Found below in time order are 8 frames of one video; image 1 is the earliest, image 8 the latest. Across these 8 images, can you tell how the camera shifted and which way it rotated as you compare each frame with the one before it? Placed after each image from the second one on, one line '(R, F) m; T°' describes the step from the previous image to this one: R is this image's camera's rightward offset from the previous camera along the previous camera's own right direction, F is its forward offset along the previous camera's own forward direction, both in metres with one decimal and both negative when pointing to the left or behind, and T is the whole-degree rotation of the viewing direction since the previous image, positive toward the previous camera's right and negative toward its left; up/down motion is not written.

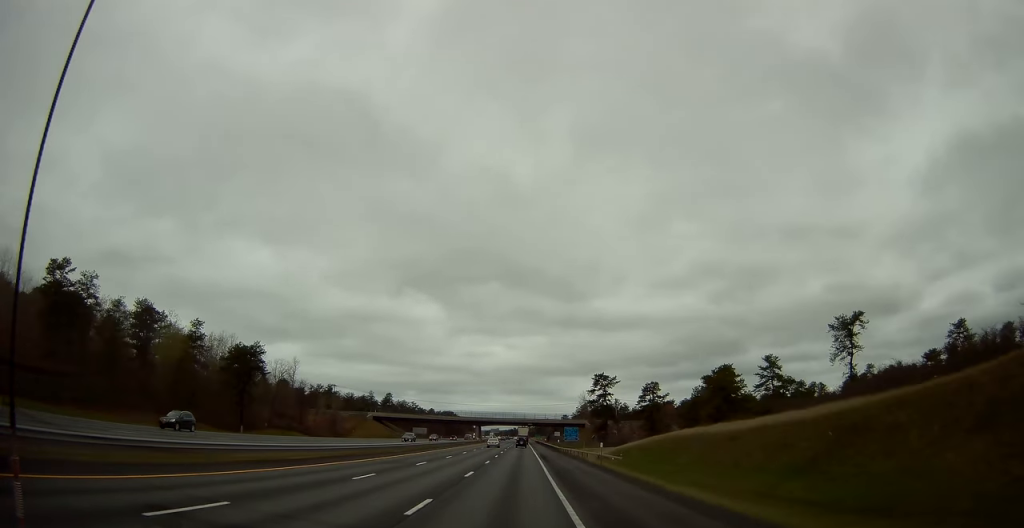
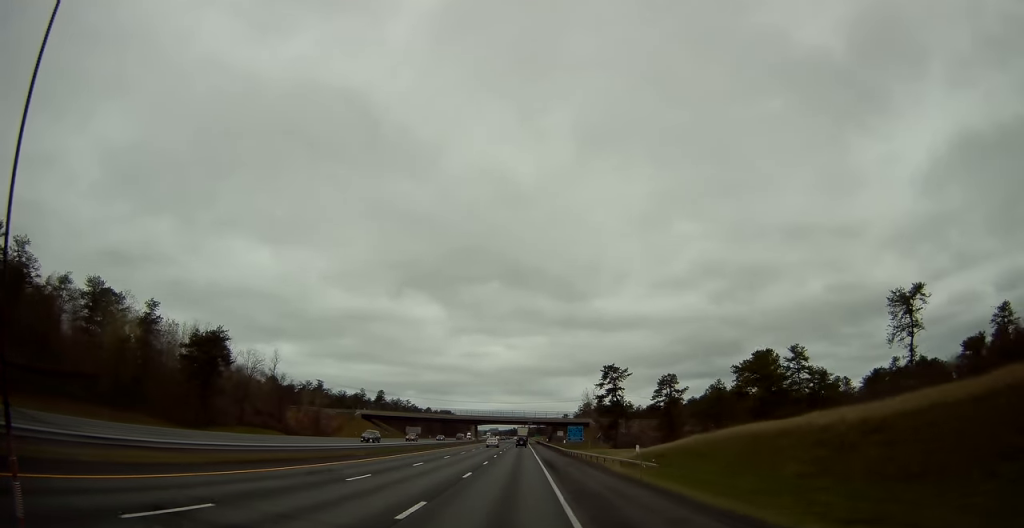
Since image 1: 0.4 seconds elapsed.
(+0.1, +12.9) m; 0°
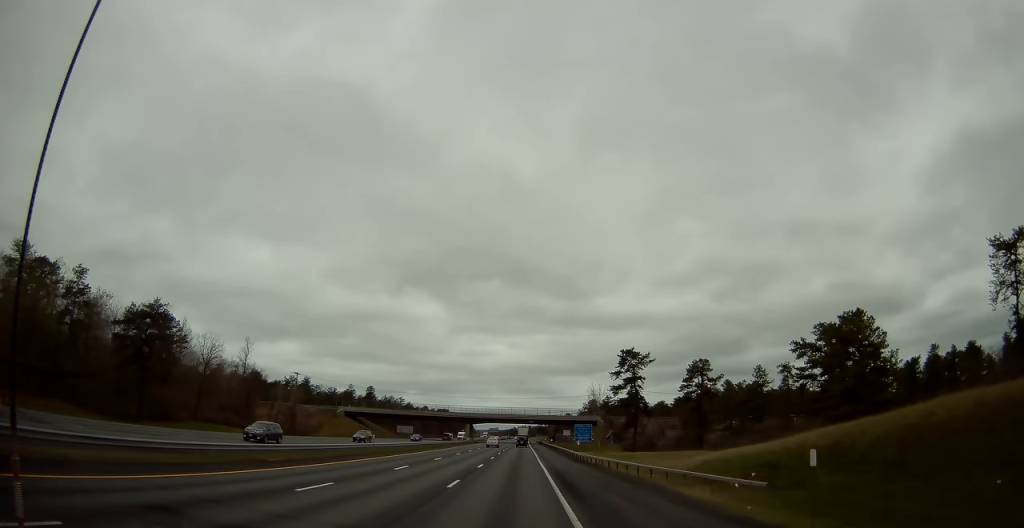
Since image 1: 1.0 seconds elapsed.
(-0.2, +16.9) m; 0°
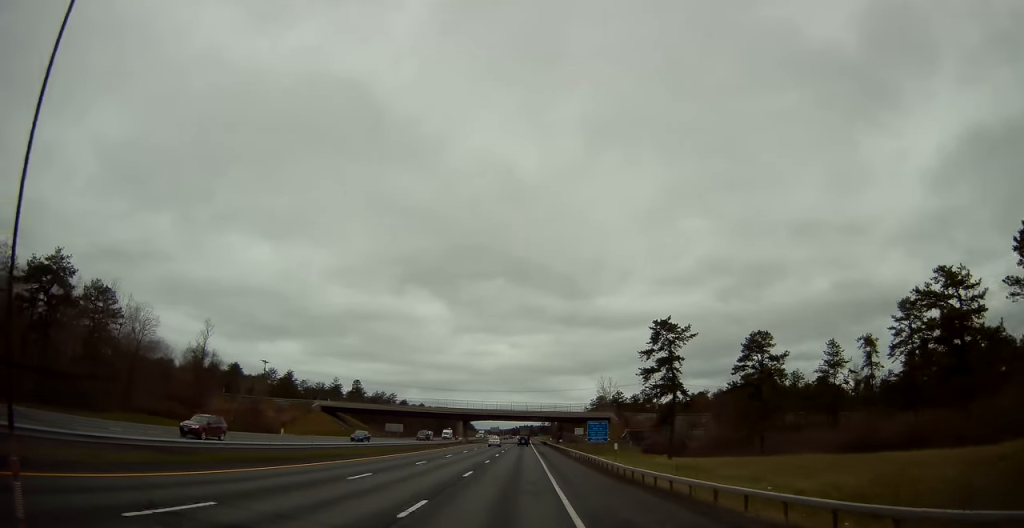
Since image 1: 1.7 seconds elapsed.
(0.0, +19.9) m; 0°
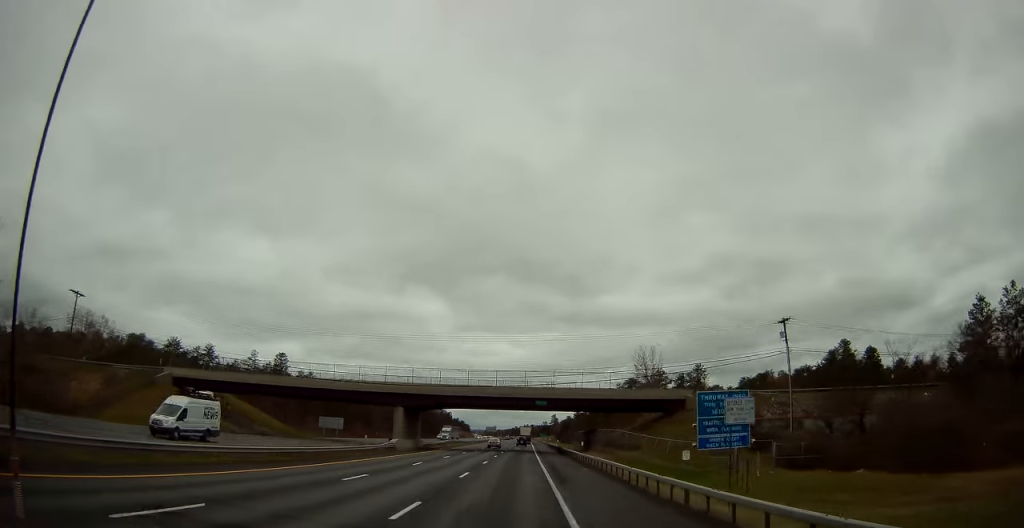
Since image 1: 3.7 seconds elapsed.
(0.0, +61.6) m; 0°
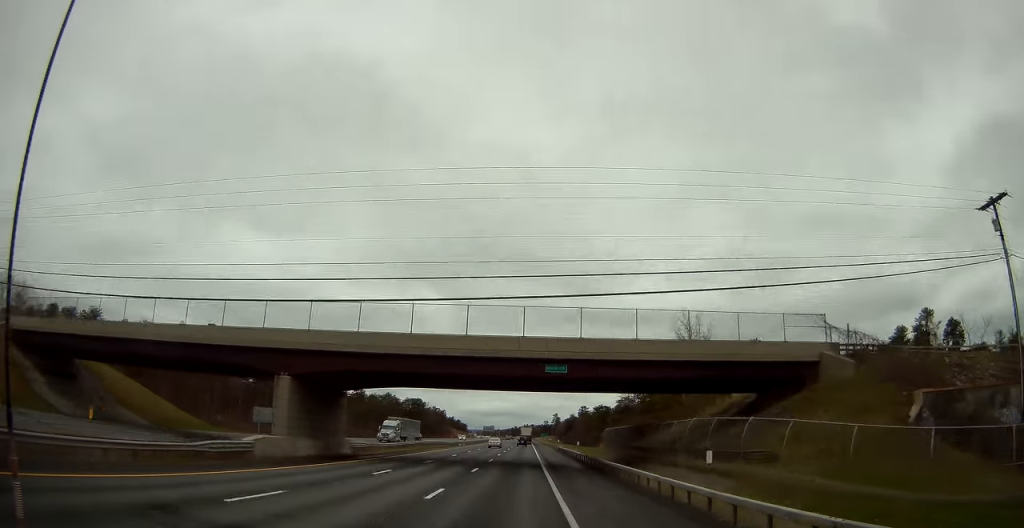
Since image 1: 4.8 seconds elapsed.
(-0.1, +32.8) m; 0°
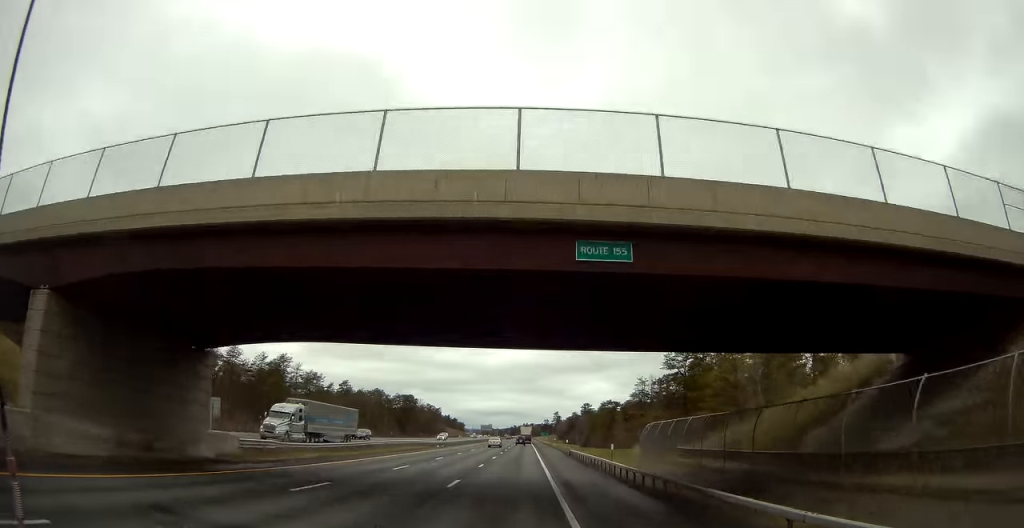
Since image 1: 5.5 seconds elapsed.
(-0.1, +20.9) m; 0°
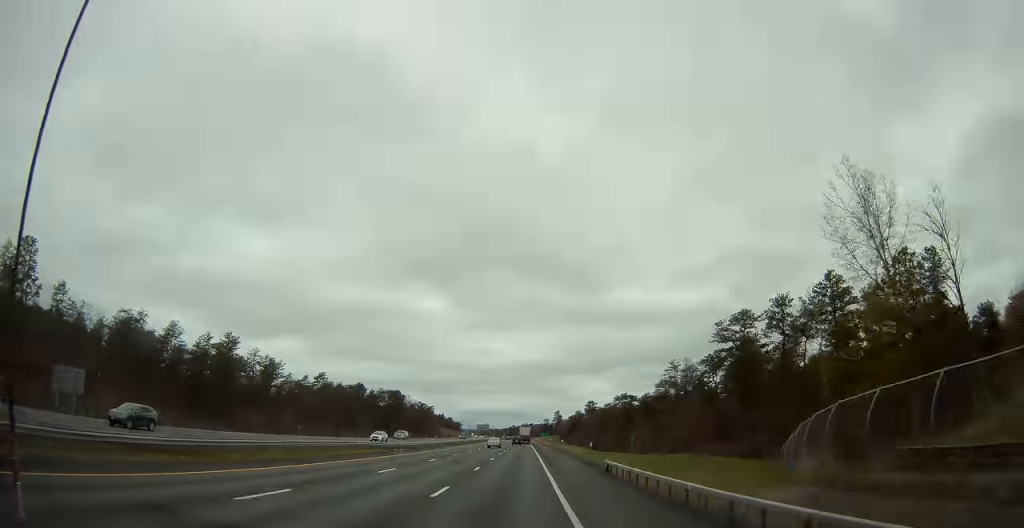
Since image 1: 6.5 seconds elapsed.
(+0.5, +27.8) m; 0°
